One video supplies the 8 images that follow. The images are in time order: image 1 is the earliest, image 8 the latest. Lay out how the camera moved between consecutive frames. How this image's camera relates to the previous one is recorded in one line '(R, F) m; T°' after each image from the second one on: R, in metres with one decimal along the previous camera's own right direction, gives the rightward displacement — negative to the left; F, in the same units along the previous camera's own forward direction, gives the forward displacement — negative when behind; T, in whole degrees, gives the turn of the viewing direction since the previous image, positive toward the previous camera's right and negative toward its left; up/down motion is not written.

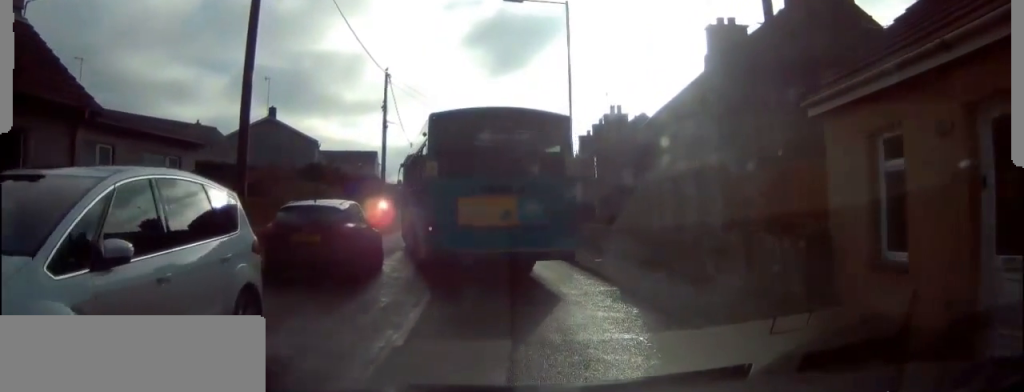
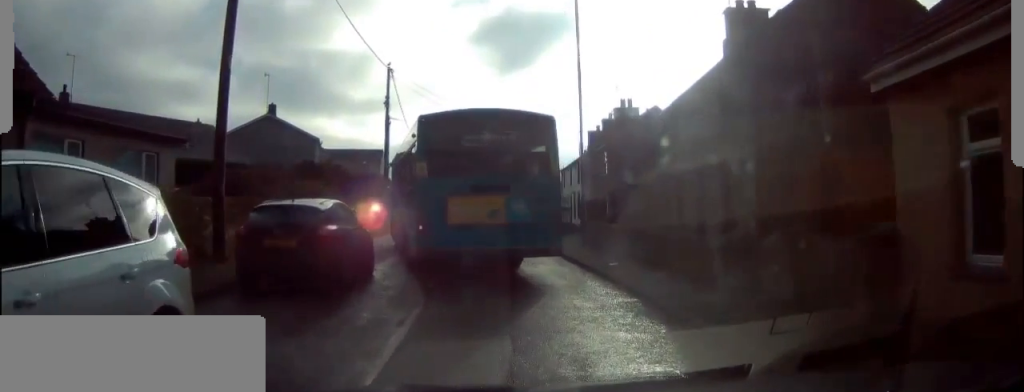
(-0.1, +1.7) m; -3°
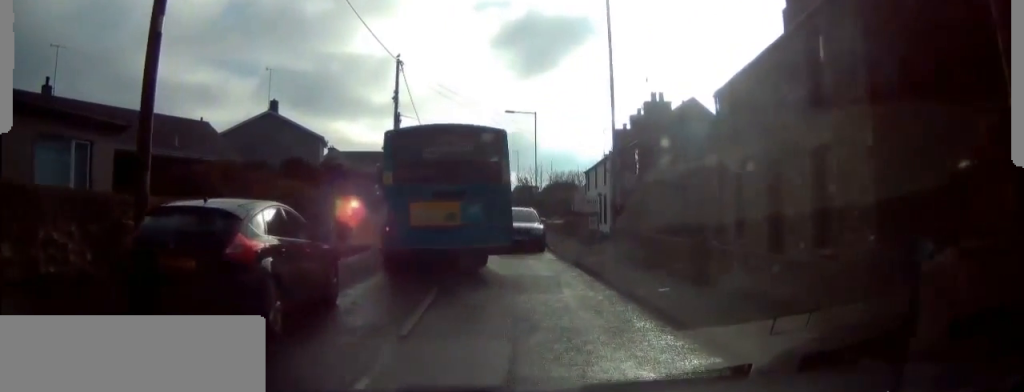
(-0.3, +4.2) m; -5°
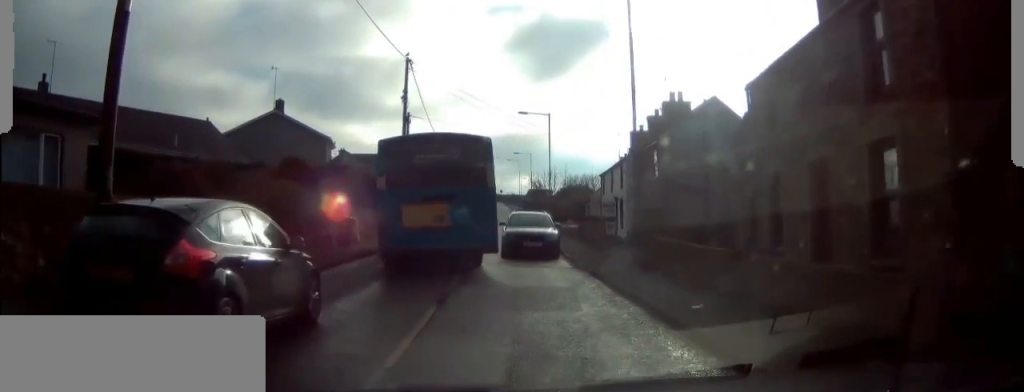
(-0.1, +1.8) m; -1°
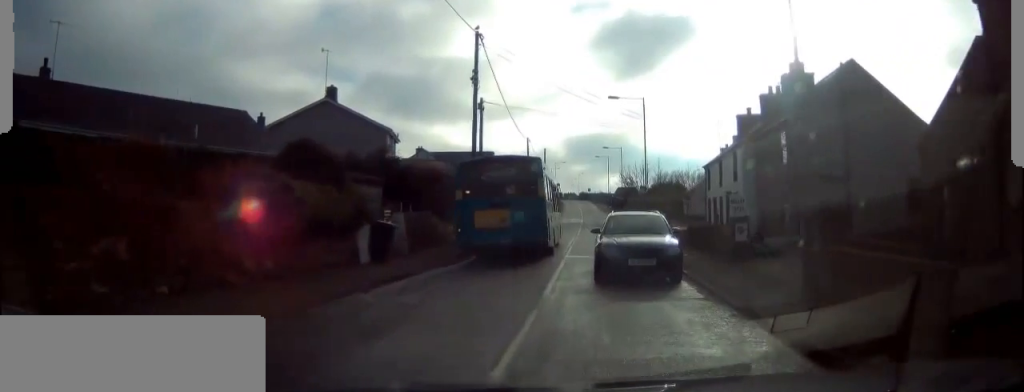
(-0.1, +7.7) m; -1°
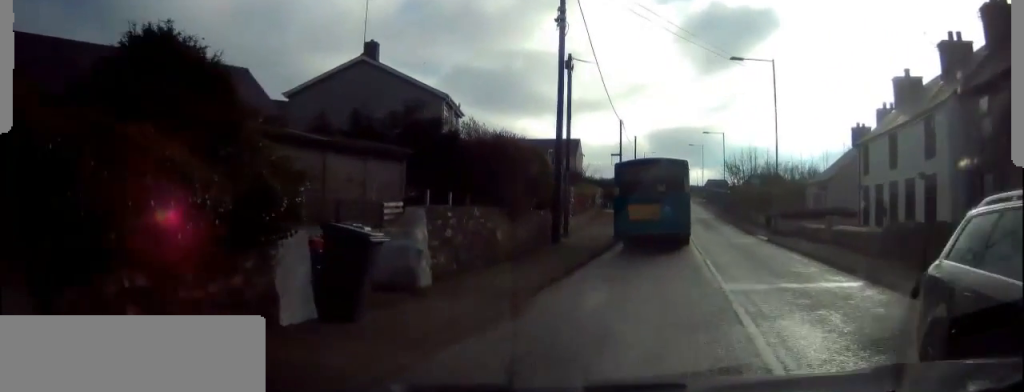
(0.0, +9.6) m; +2°
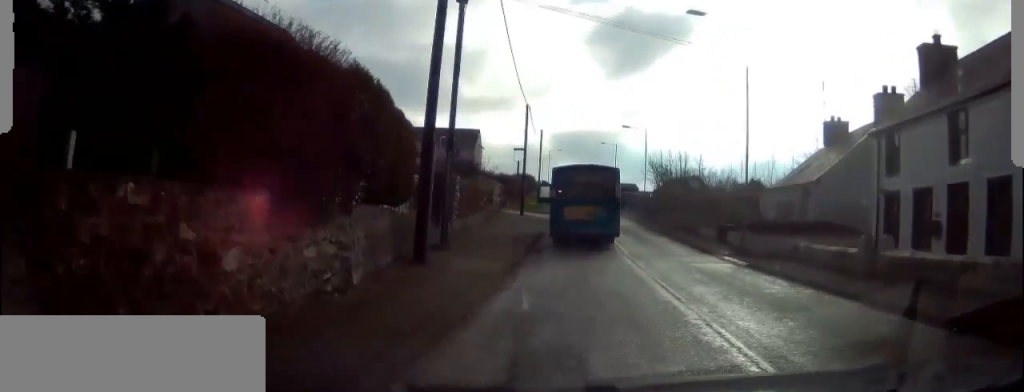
(+0.4, +10.2) m; +4°
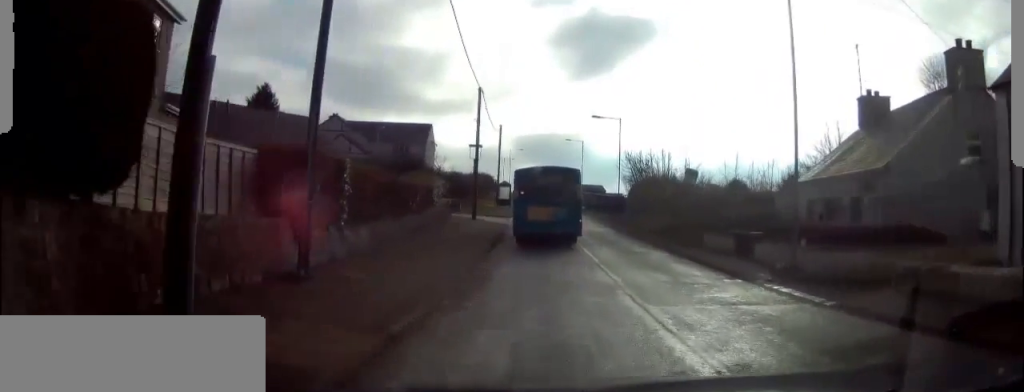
(+0.2, +8.9) m; 0°
